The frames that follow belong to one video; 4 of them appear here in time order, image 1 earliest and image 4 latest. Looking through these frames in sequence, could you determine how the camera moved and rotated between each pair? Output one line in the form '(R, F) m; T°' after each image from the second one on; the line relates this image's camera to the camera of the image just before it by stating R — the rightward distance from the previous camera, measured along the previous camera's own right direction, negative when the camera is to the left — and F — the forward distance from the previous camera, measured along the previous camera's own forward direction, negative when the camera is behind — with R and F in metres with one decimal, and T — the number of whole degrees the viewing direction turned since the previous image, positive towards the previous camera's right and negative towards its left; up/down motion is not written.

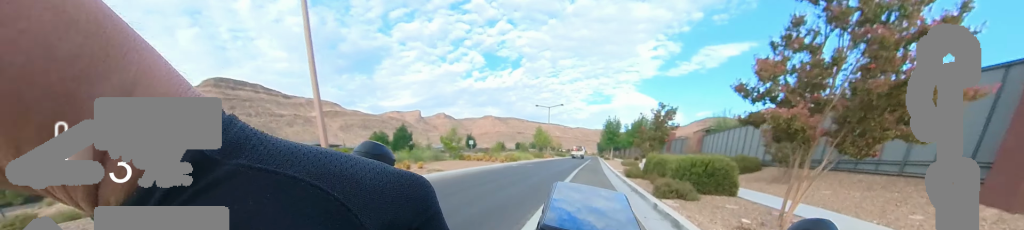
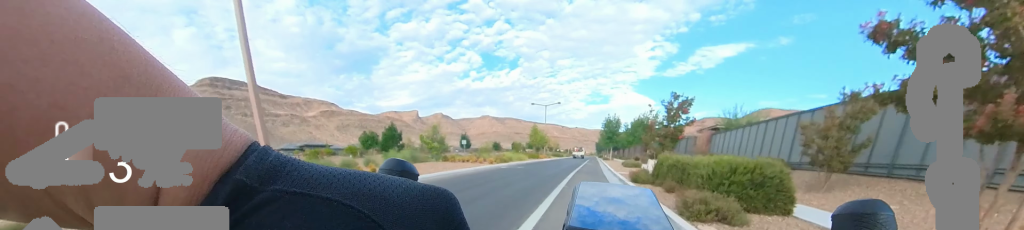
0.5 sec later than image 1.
(0.0, +2.2) m; 0°
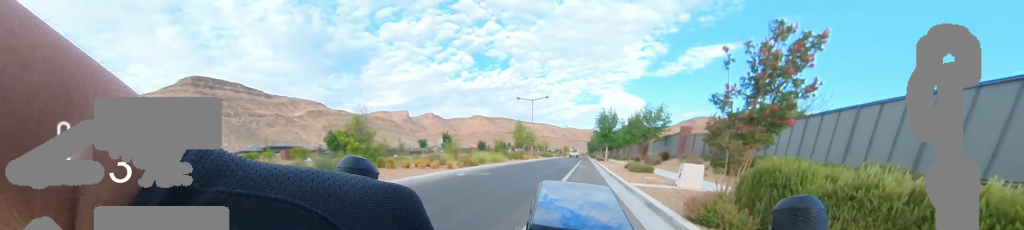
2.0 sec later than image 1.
(0.0, +5.9) m; 0°
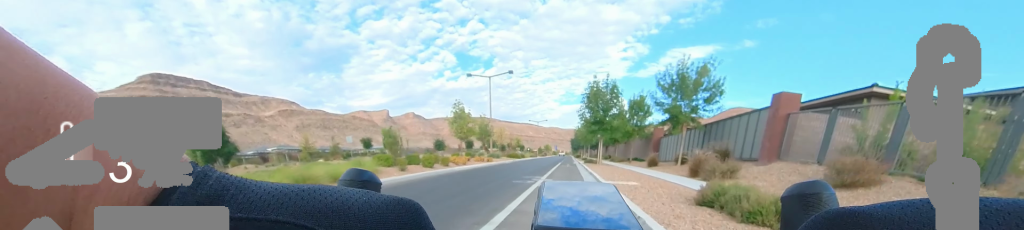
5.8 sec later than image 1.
(0.0, +15.7) m; 0°
